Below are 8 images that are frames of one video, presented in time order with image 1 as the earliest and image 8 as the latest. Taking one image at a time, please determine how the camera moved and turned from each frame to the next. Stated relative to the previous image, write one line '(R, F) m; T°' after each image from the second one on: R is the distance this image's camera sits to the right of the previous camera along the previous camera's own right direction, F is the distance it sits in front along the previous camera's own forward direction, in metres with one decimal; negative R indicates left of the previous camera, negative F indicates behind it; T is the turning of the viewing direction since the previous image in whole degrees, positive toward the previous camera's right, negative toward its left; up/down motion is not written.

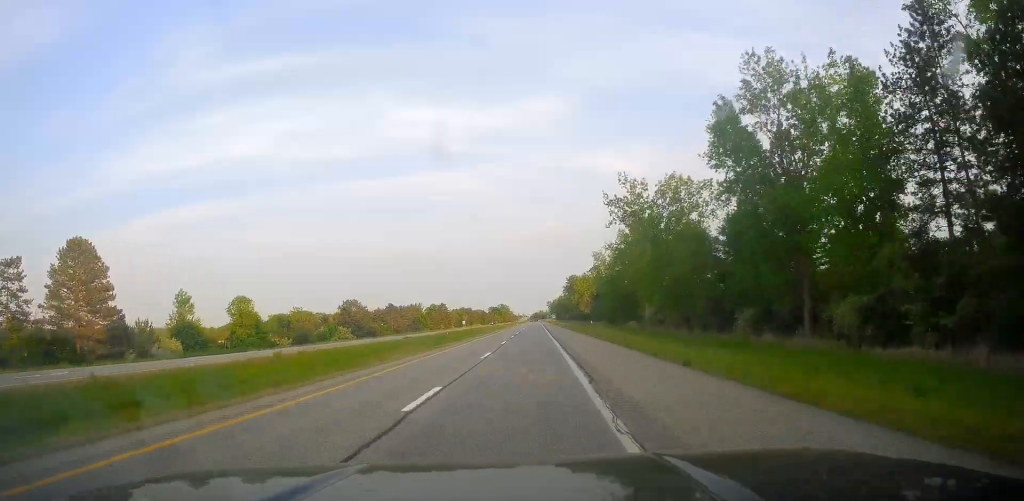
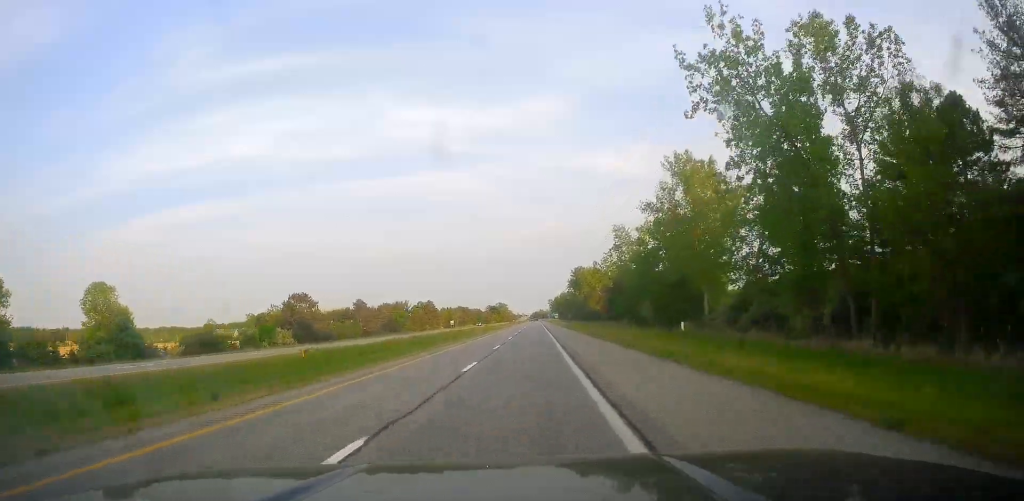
(-0.2, +37.3) m; 0°
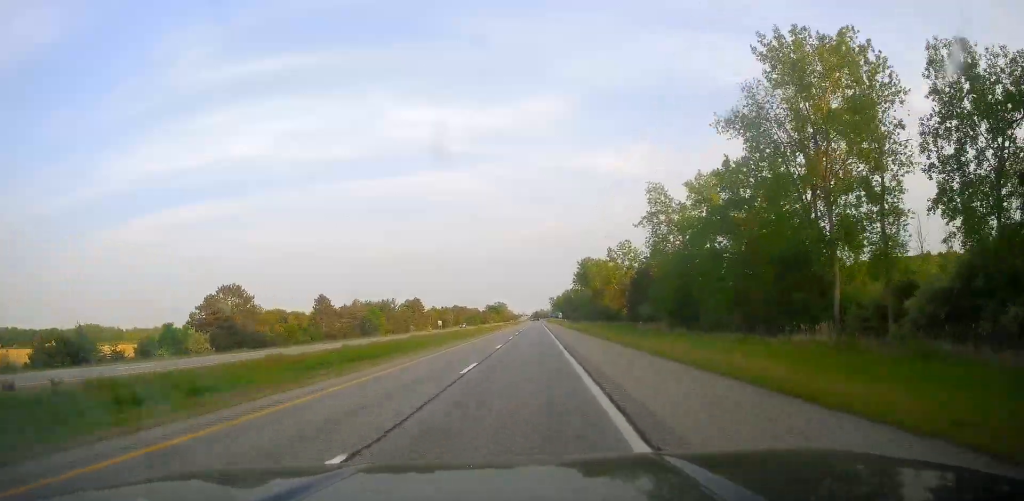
(+0.2, +31.4) m; 0°
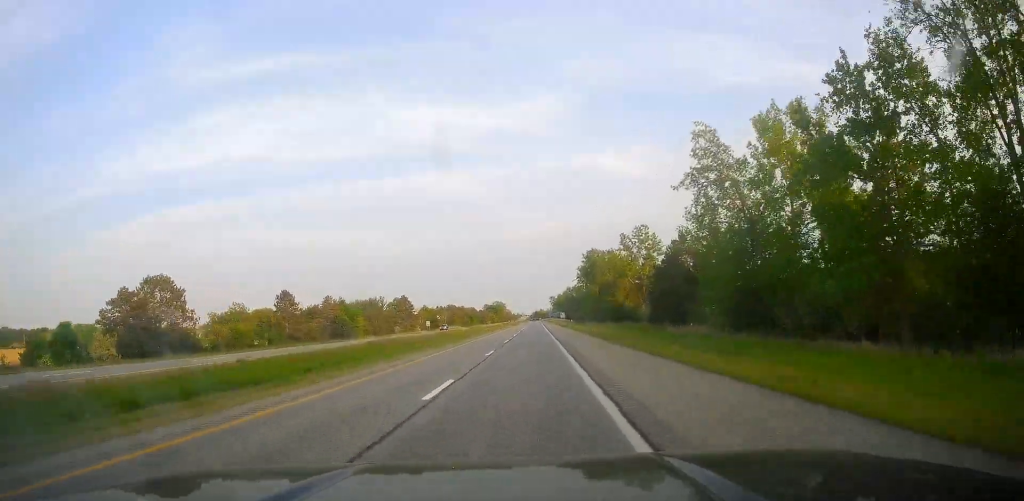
(+0.1, +21.7) m; 0°
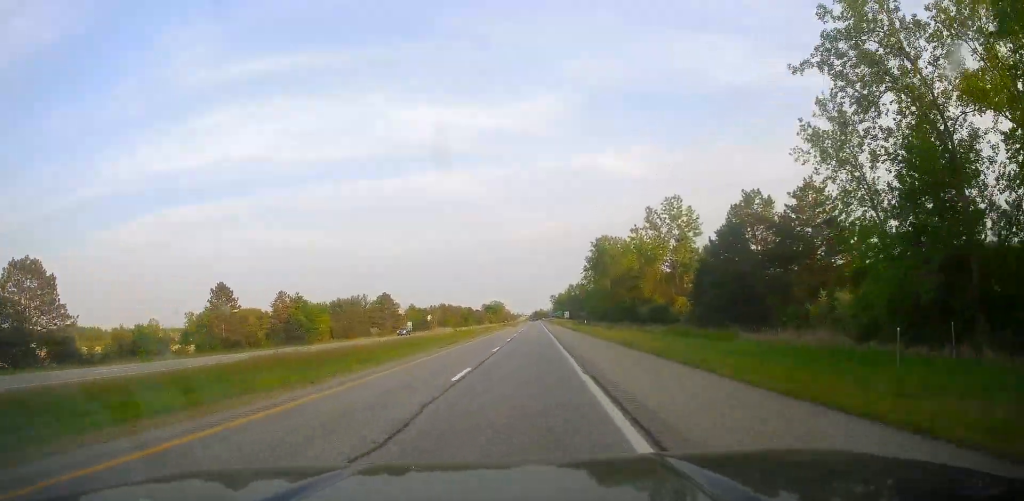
(-0.2, +26.4) m; 0°
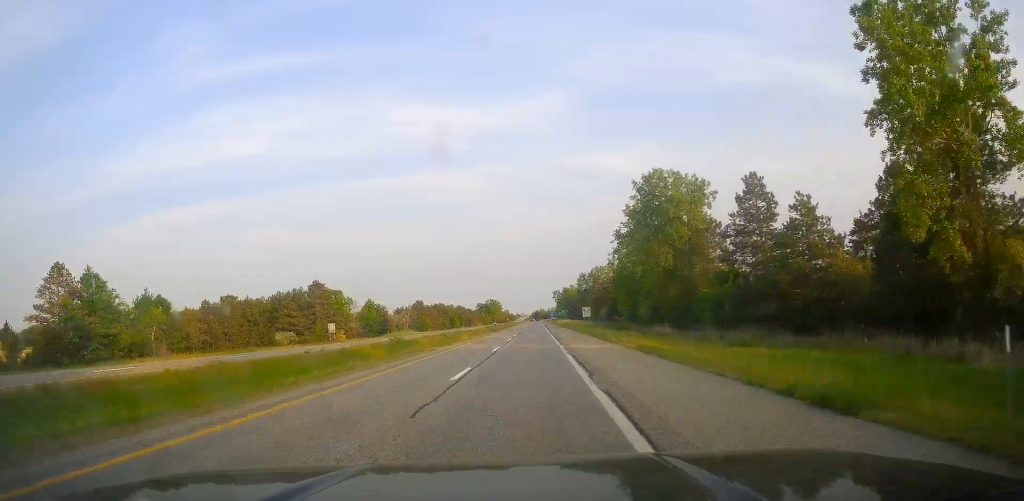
(+0.3, +61.5) m; 0°
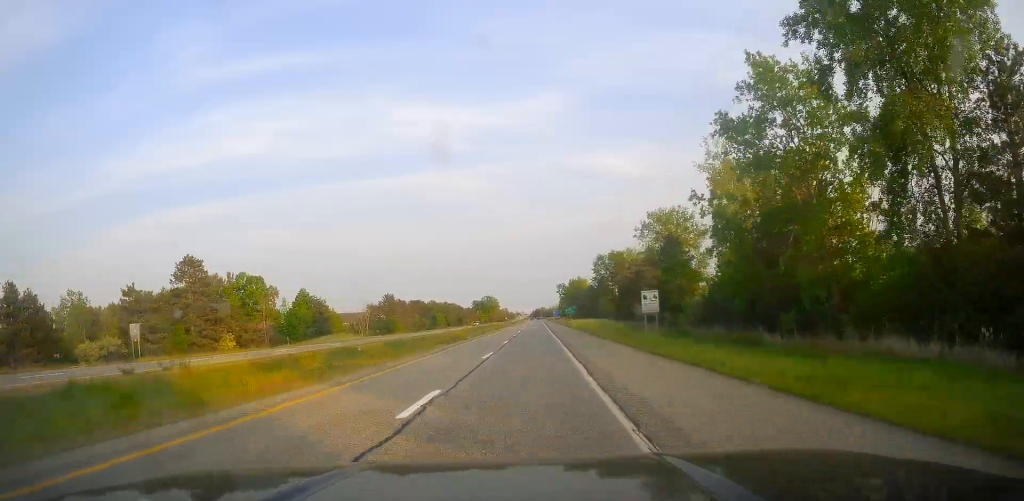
(-0.1, +53.1) m; -1°
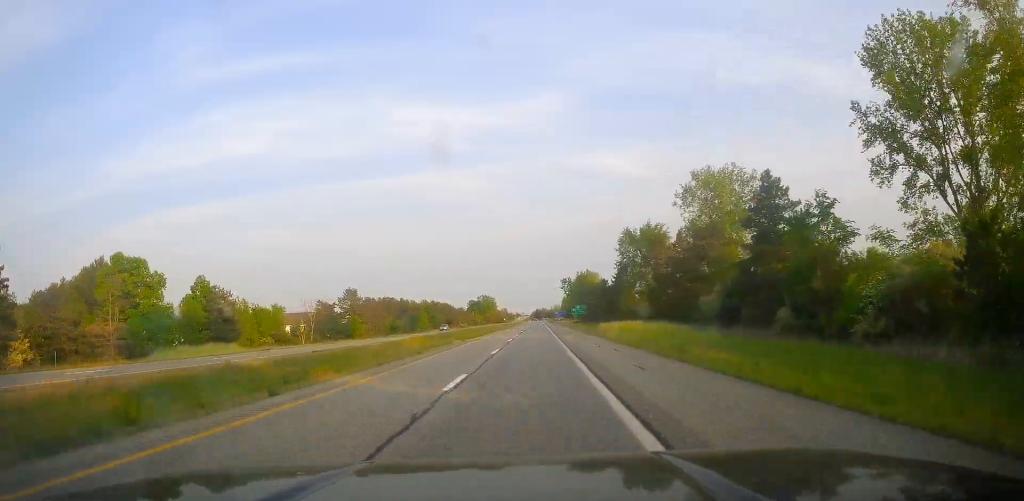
(-0.5, +42.1) m; 0°
